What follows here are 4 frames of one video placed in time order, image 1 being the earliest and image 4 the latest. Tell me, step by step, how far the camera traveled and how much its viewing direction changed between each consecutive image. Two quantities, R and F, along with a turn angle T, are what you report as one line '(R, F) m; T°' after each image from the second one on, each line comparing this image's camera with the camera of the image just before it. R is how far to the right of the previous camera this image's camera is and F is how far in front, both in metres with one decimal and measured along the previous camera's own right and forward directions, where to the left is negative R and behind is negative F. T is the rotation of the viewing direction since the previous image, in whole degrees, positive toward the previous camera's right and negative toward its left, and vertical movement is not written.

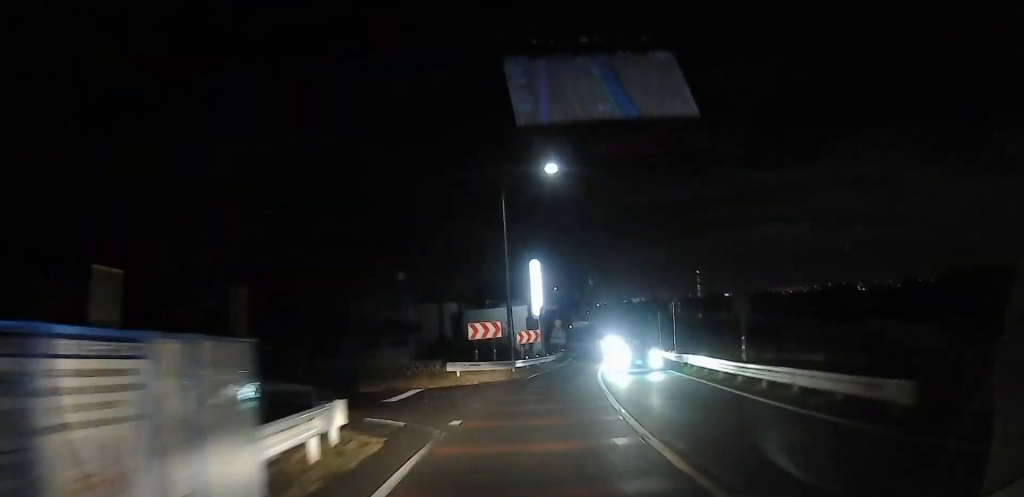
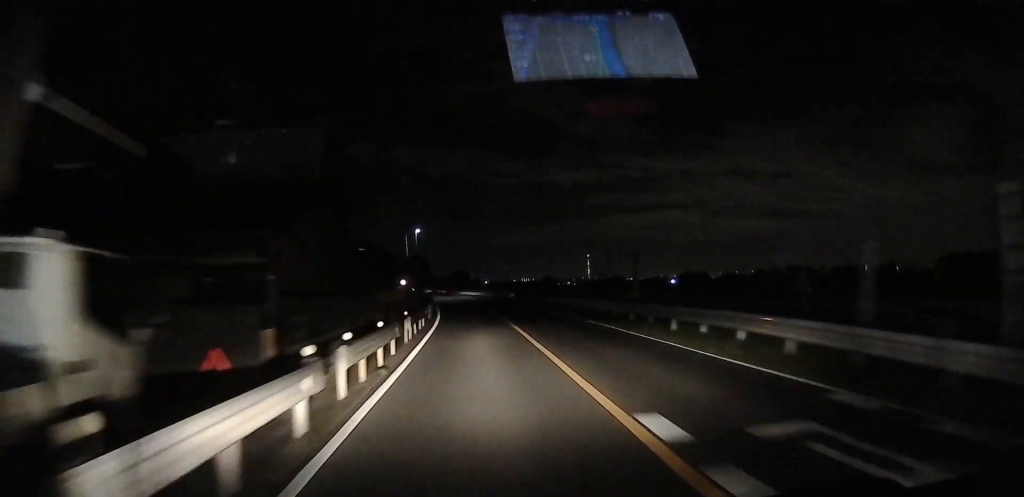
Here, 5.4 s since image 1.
(+10.8, +64.7) m; +16°
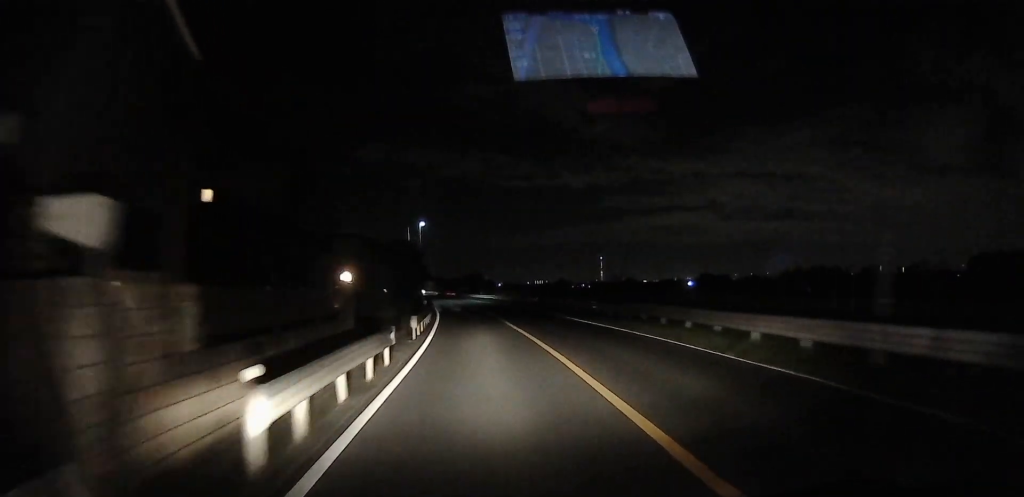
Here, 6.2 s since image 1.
(-0.3, +11.4) m; -3°
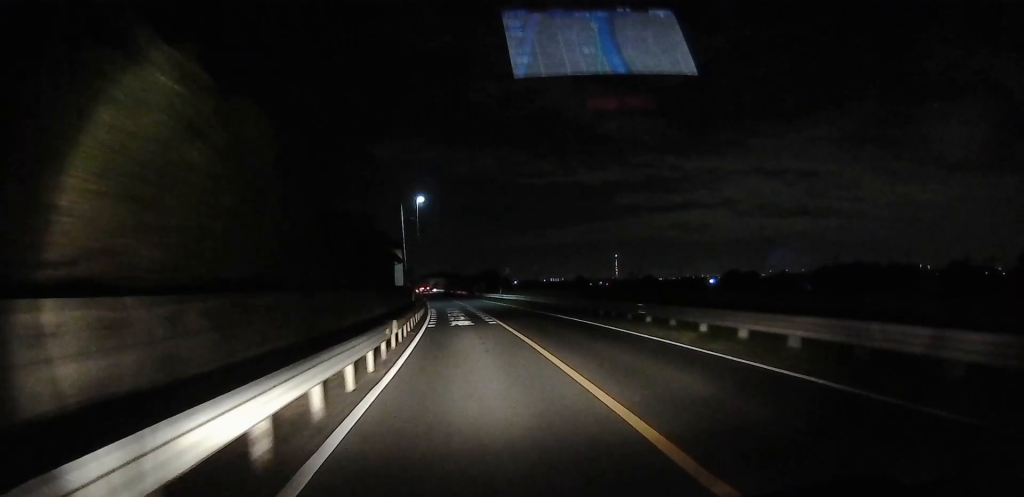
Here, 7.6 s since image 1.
(-0.6, +18.6) m; -3°
